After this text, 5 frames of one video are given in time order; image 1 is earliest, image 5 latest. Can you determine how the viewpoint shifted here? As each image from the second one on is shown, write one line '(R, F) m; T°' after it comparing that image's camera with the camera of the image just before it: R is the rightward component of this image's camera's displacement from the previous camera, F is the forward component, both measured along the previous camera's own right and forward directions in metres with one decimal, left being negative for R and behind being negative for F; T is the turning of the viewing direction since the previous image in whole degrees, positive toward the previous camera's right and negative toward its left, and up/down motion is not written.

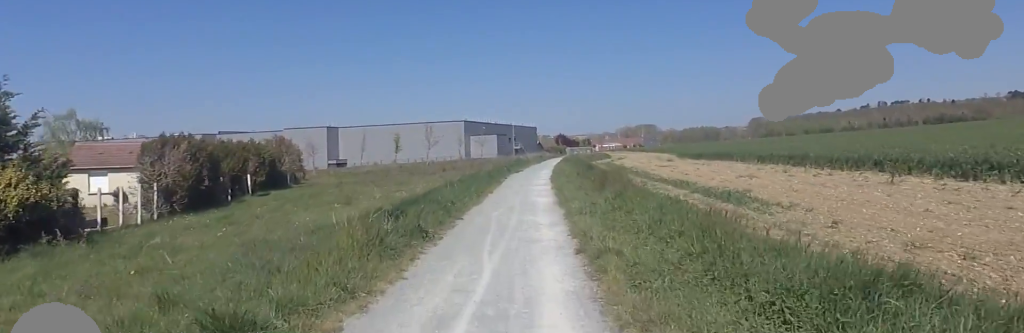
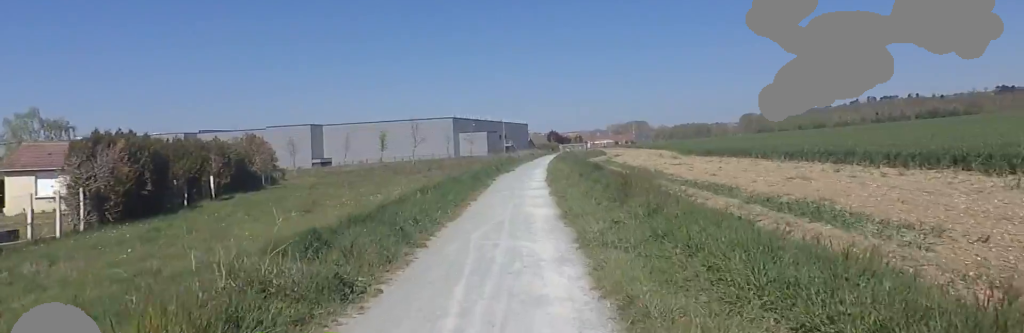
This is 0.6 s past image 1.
(0.0, +3.3) m; -1°
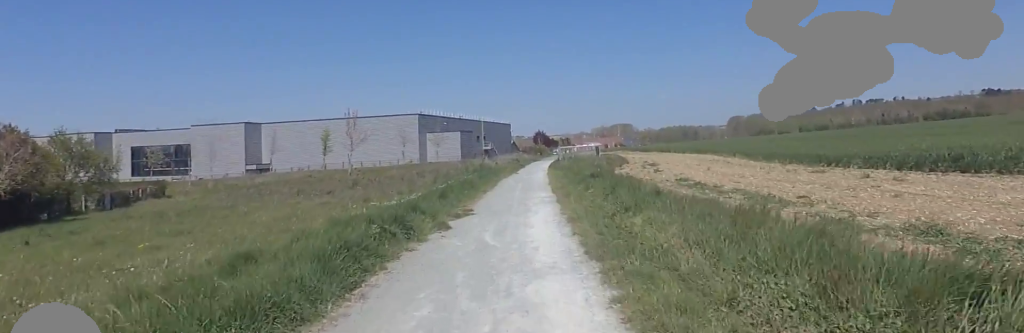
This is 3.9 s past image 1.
(-0.5, +18.6) m; +2°
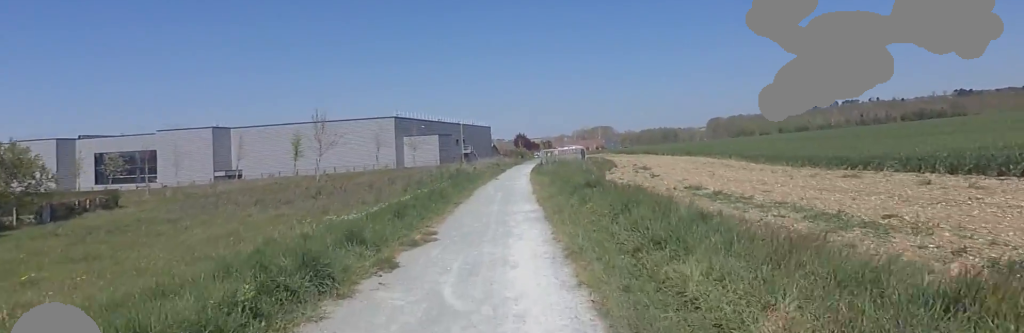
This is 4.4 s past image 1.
(+0.1, +2.8) m; 0°
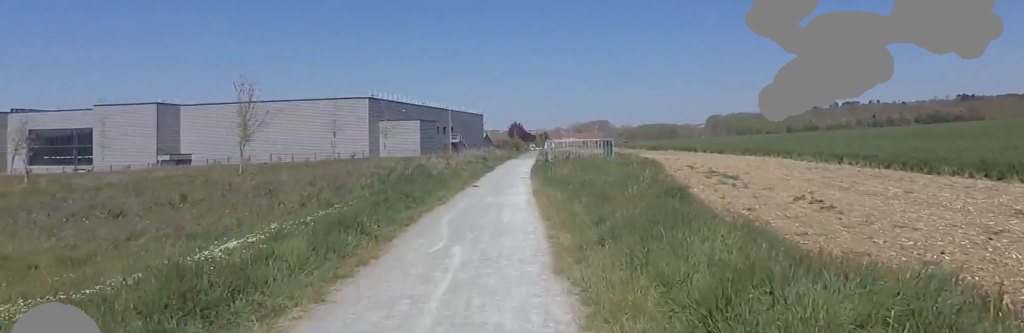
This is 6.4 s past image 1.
(0.0, +11.9) m; -1°
